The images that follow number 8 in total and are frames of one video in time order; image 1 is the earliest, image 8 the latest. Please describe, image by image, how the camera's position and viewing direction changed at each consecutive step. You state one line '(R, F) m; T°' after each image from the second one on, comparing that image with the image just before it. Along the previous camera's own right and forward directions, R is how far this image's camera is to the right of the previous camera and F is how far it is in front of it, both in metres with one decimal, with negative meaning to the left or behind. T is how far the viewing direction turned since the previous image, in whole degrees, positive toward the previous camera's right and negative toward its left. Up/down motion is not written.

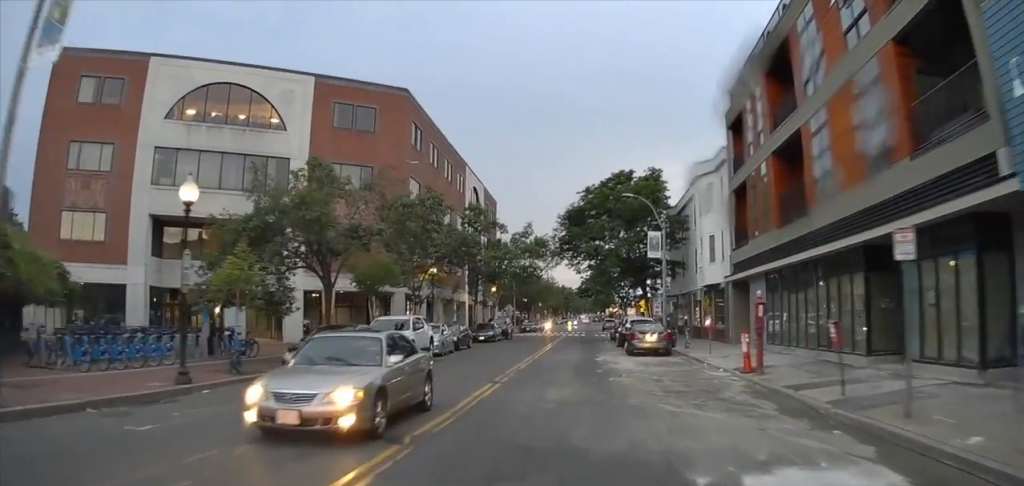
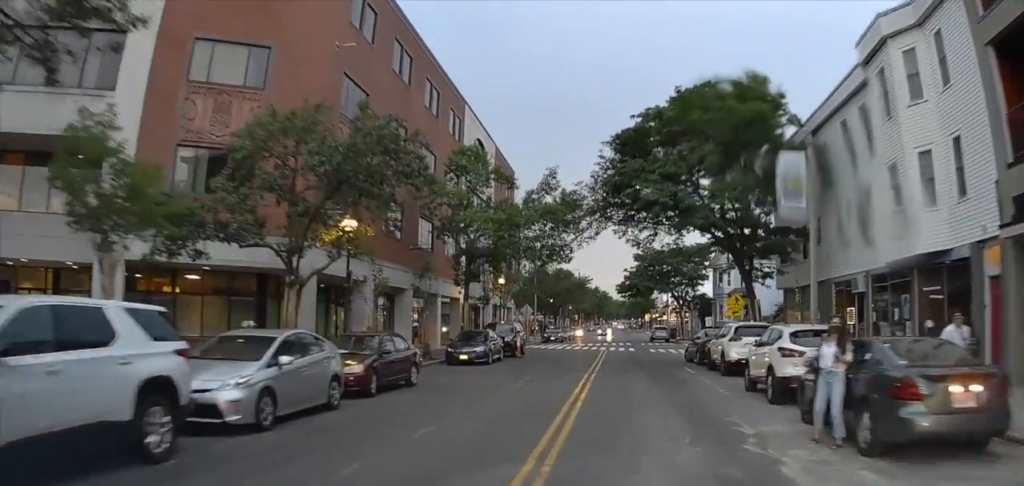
(-0.4, +19.5) m; 0°
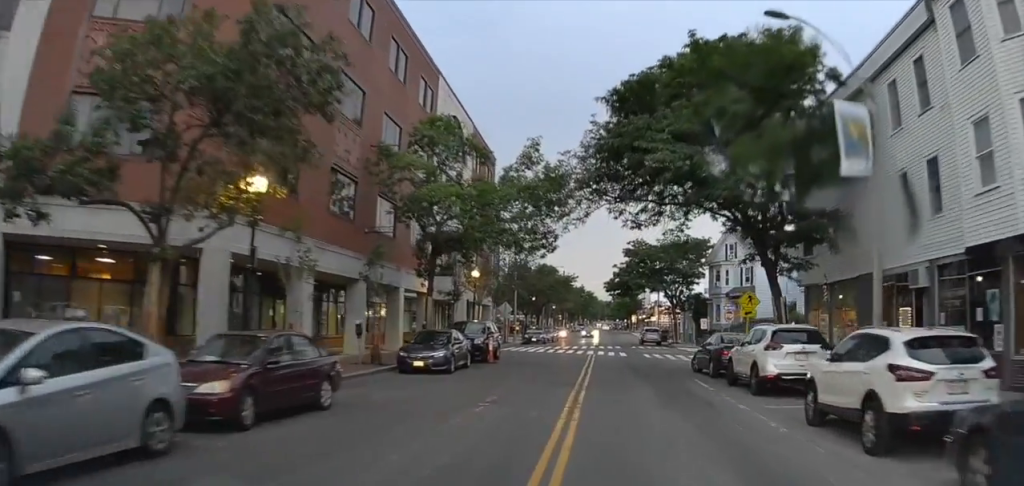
(+0.1, +5.2) m; +1°
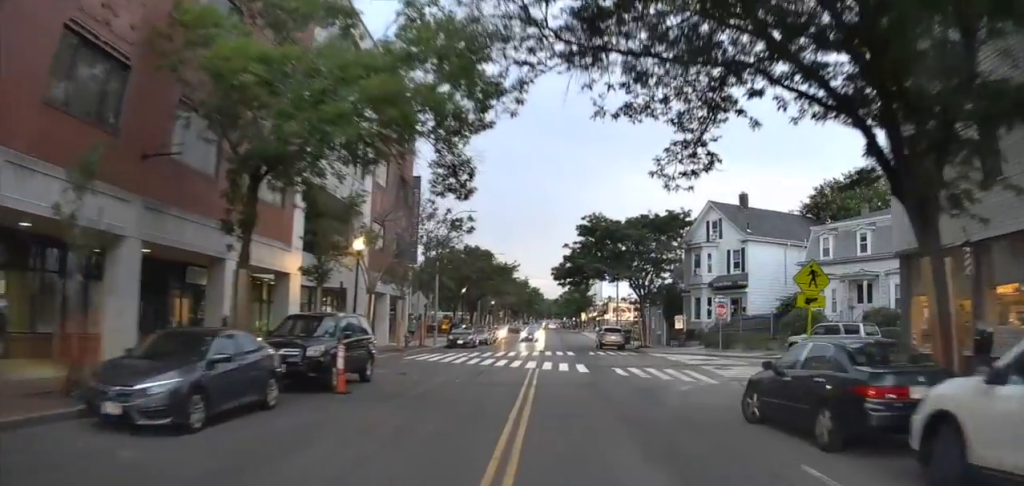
(+0.2, +12.6) m; +2°
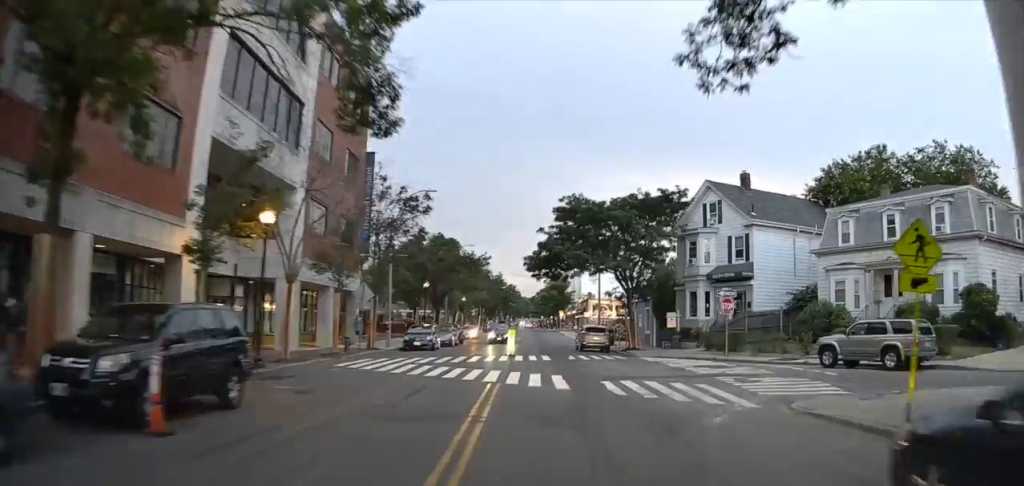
(+0.1, +6.4) m; +1°
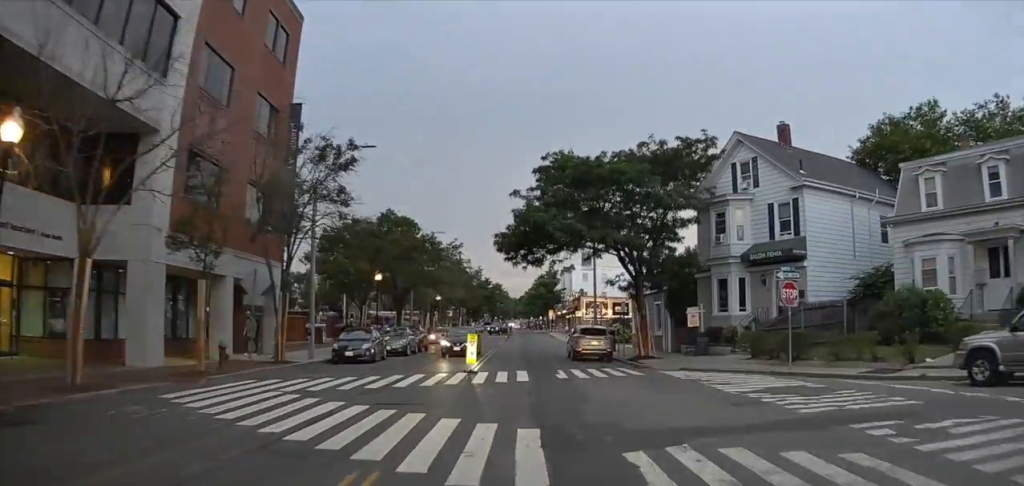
(+0.1, +10.3) m; +2°
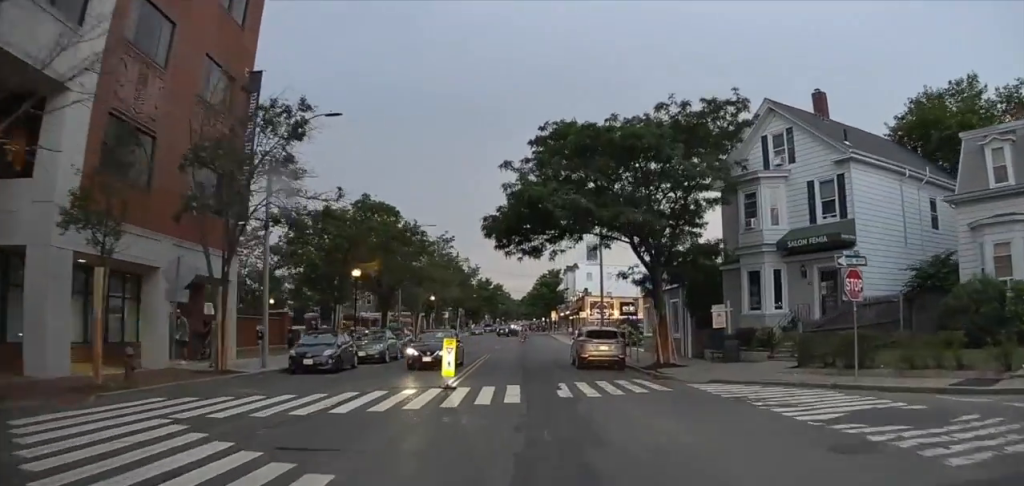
(0.0, +4.7) m; +1°
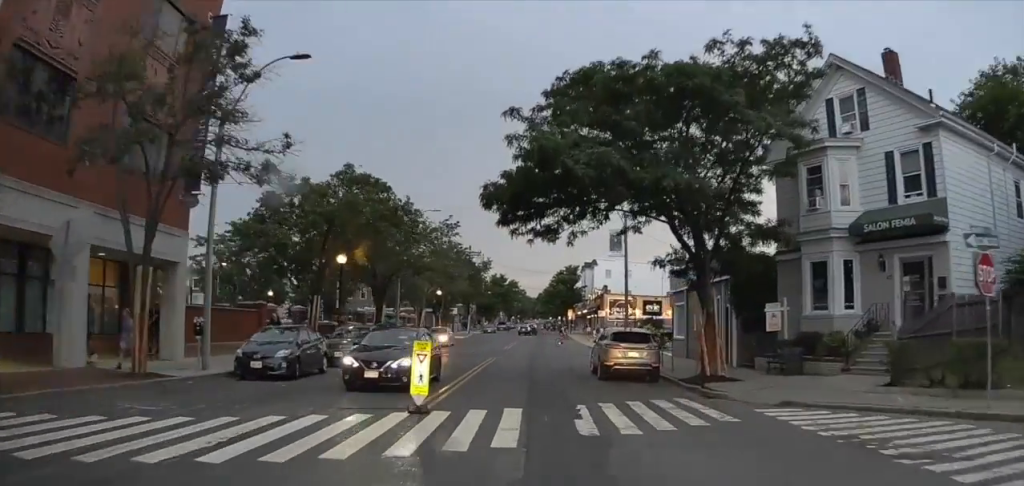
(+0.1, +5.0) m; +2°
